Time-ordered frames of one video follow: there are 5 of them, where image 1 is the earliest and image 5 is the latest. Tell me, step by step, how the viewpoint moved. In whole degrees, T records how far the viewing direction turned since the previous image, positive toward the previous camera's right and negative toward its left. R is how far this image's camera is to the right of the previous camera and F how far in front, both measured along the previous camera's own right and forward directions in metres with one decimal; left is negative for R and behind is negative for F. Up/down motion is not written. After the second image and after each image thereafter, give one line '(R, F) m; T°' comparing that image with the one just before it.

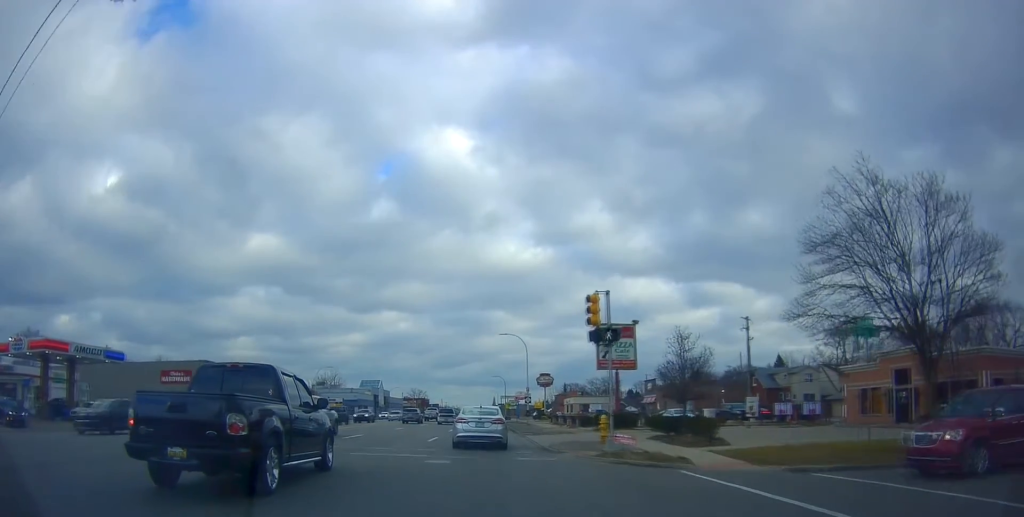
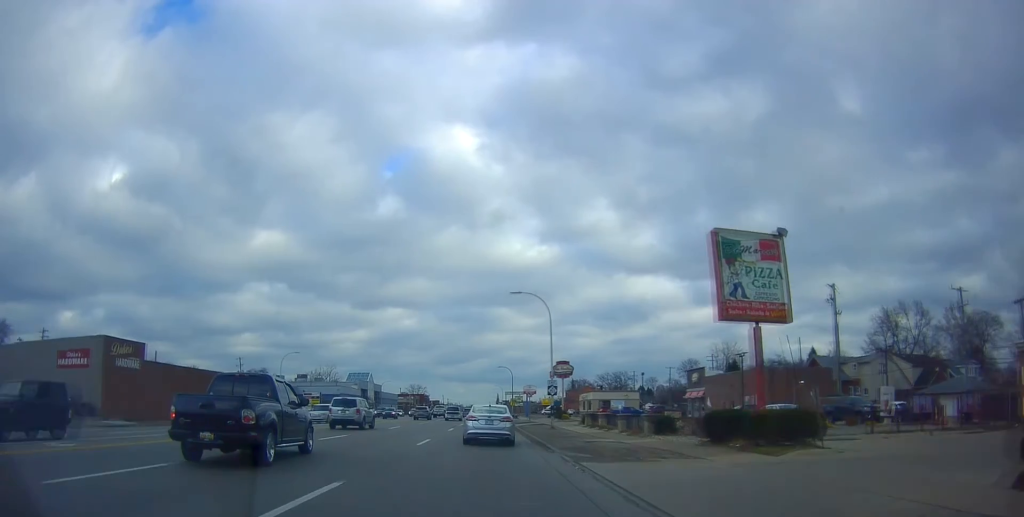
(+0.3, +19.1) m; 0°
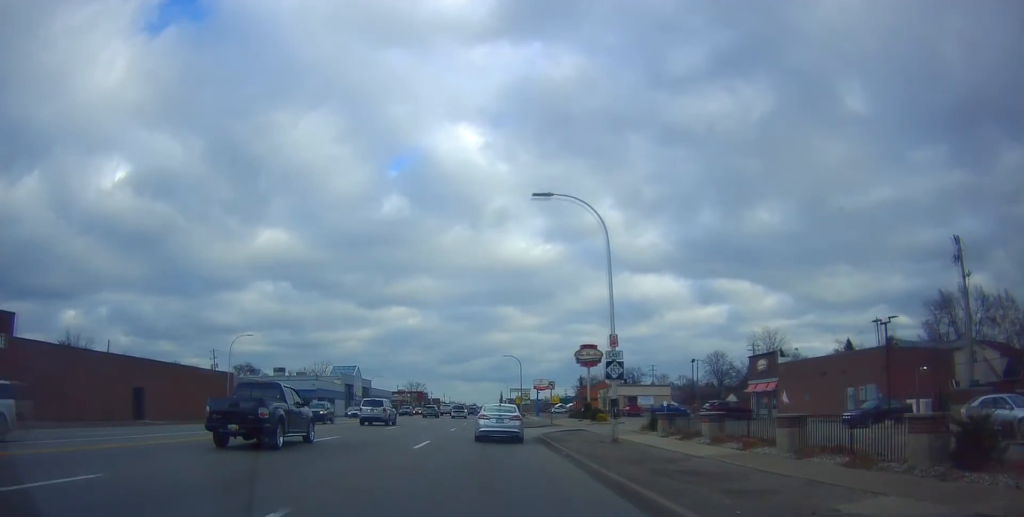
(-0.3, +17.9) m; +1°
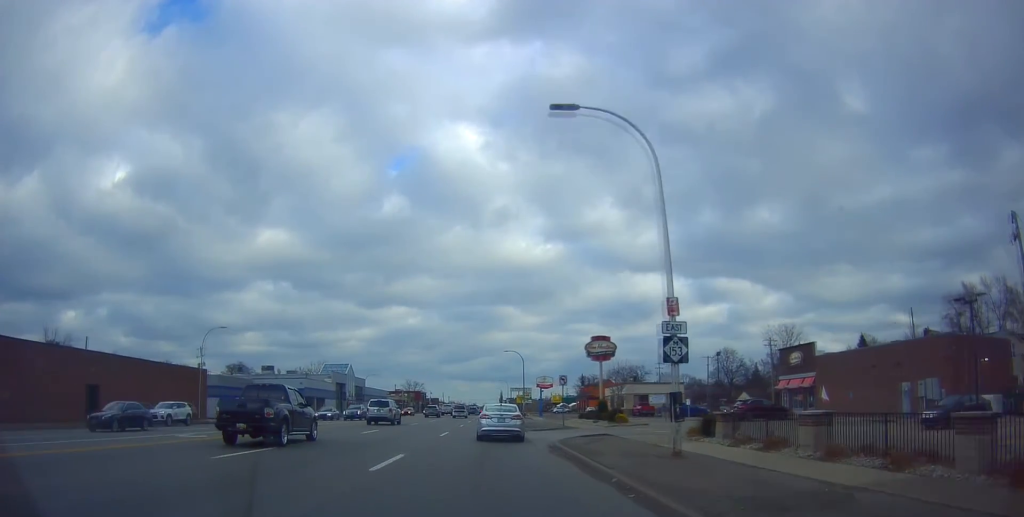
(+0.2, +6.7) m; +1°
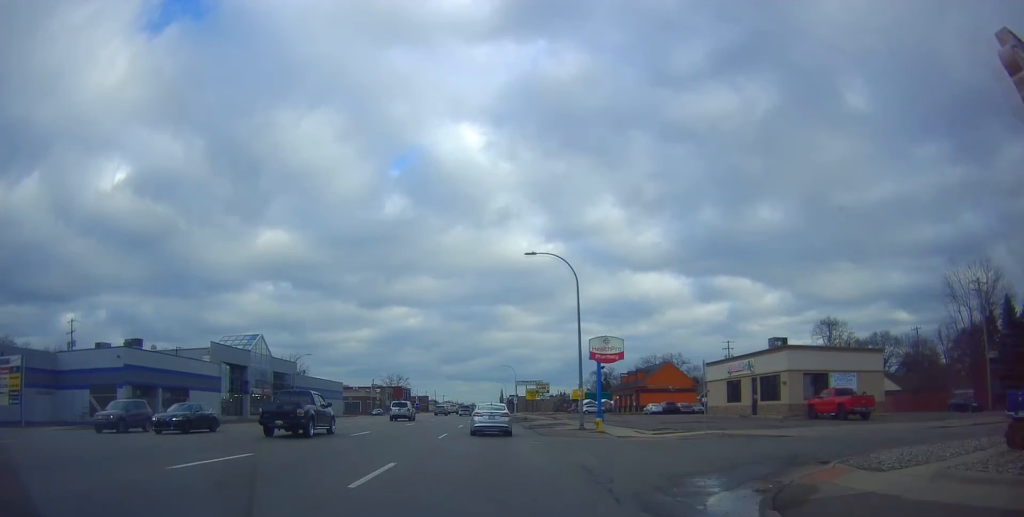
(0.0, +48.5) m; -2°
